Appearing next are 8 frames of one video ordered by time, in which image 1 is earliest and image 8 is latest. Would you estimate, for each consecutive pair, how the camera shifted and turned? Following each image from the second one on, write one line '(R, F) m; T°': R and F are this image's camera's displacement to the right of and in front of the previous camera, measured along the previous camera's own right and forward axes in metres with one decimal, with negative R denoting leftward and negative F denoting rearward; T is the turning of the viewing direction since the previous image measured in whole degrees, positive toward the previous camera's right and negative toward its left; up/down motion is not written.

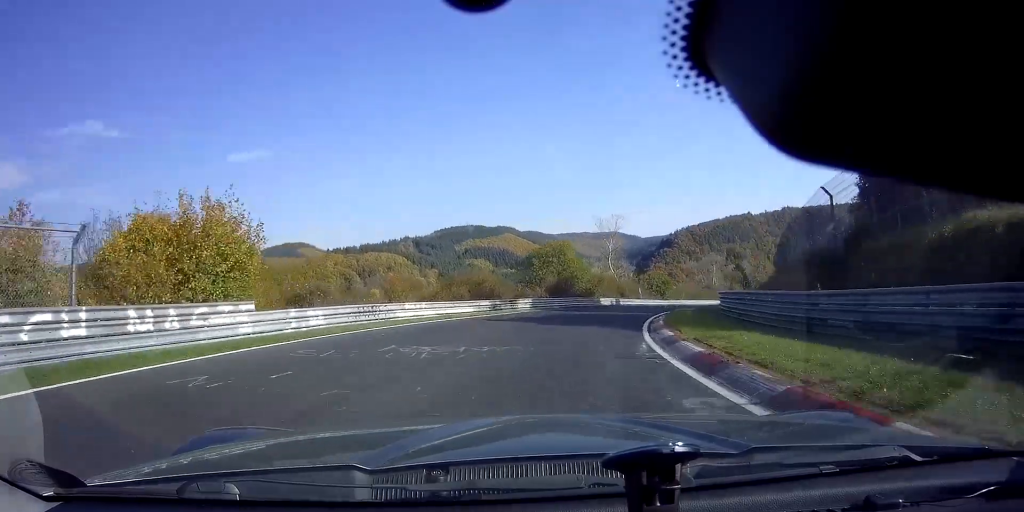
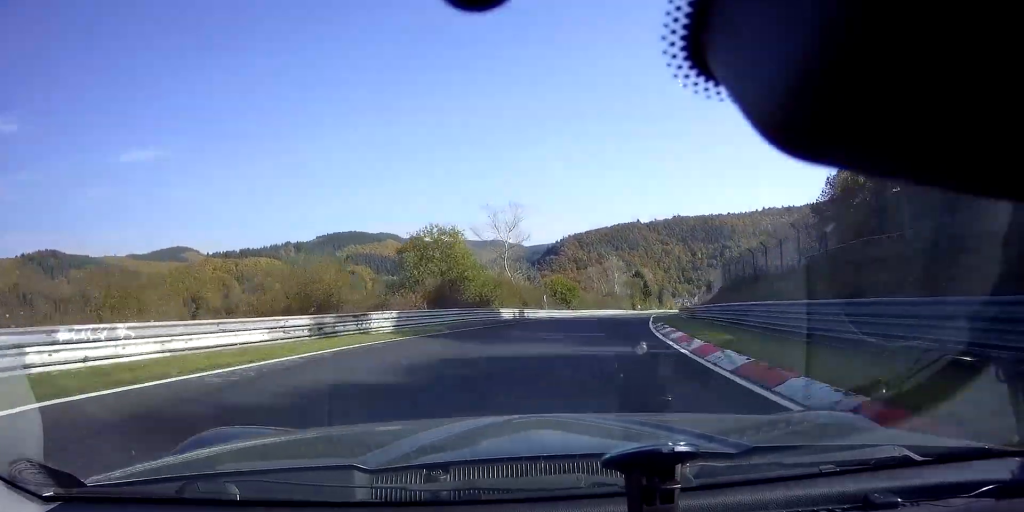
(+1.4, +15.9) m; +9°
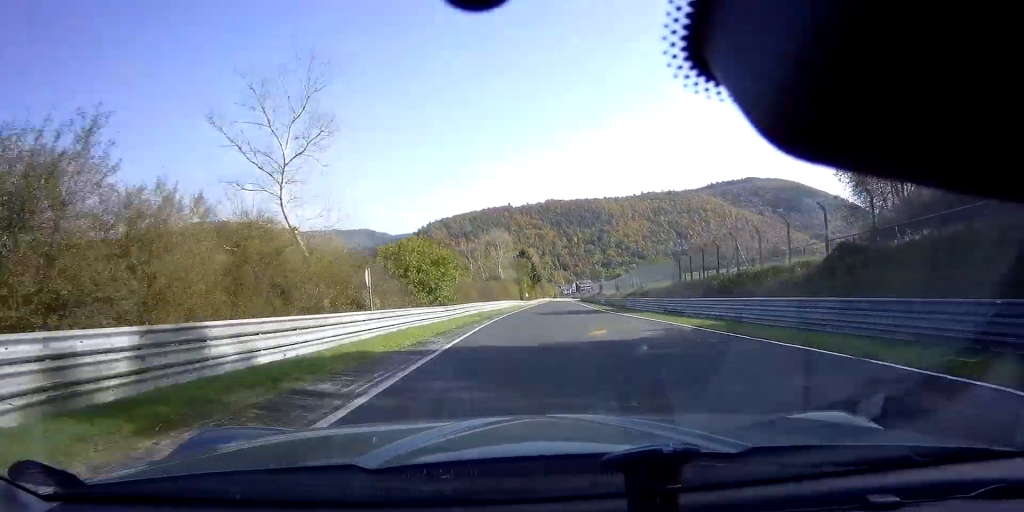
(+5.8, +38.4) m; +14°
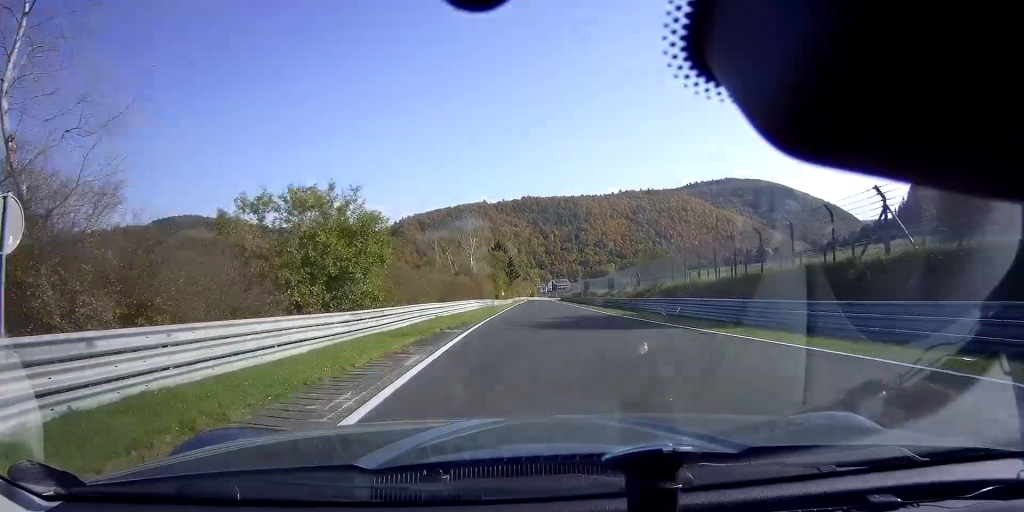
(+0.7, +17.5) m; +3°
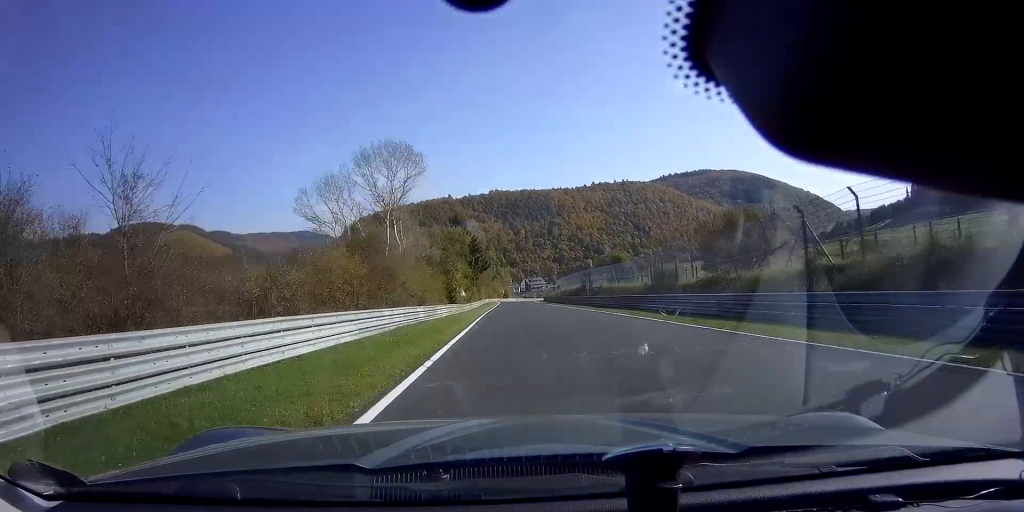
(+1.1, +42.9) m; +2°
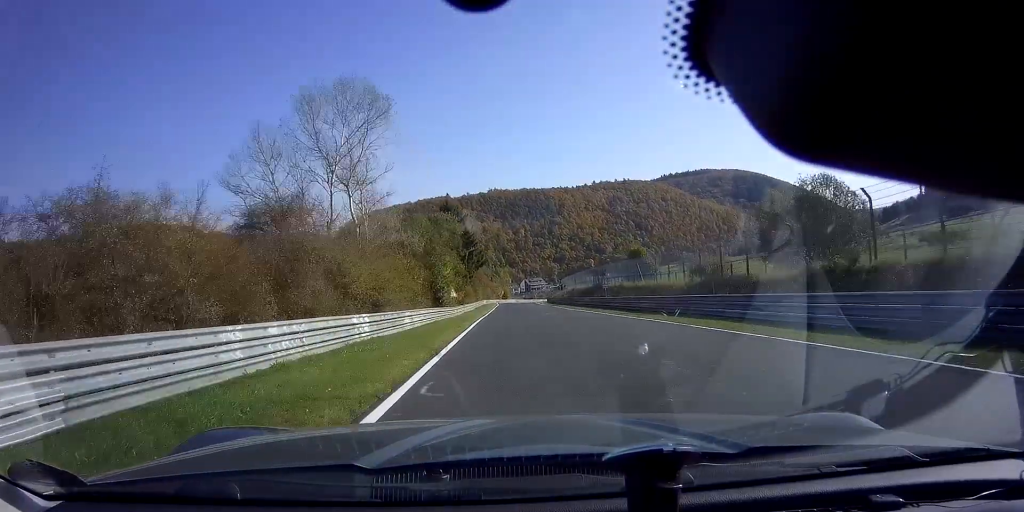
(0.0, +13.4) m; +1°
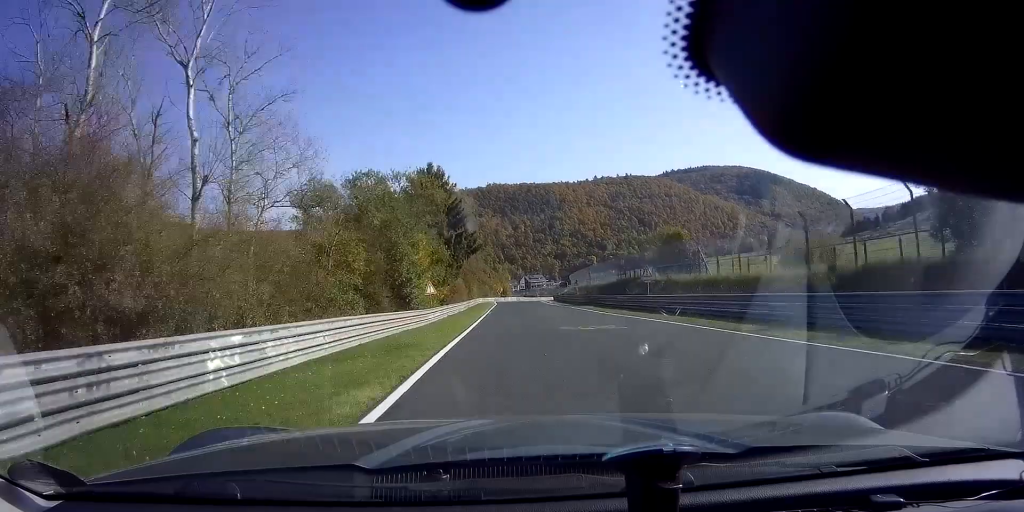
(+0.2, +18.5) m; +1°
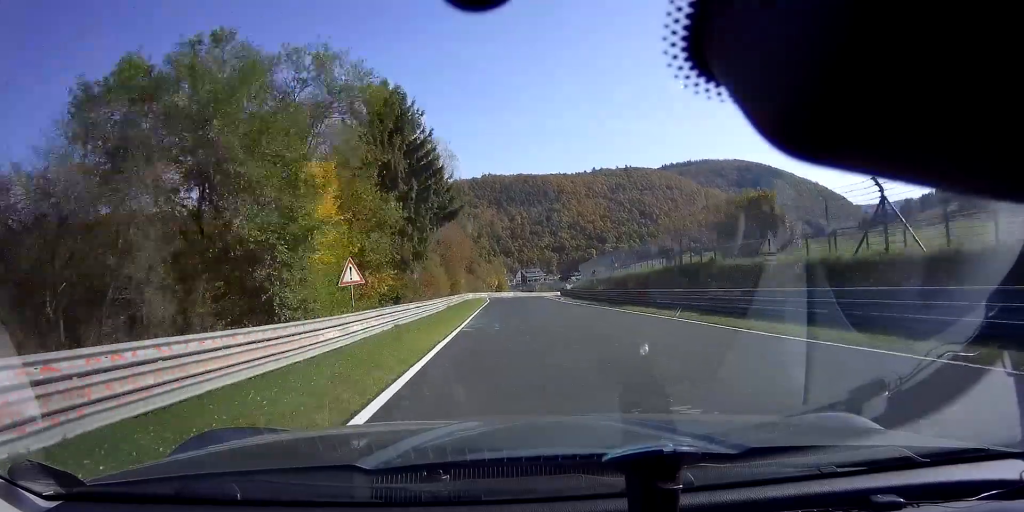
(+0.2, +21.3) m; +1°
